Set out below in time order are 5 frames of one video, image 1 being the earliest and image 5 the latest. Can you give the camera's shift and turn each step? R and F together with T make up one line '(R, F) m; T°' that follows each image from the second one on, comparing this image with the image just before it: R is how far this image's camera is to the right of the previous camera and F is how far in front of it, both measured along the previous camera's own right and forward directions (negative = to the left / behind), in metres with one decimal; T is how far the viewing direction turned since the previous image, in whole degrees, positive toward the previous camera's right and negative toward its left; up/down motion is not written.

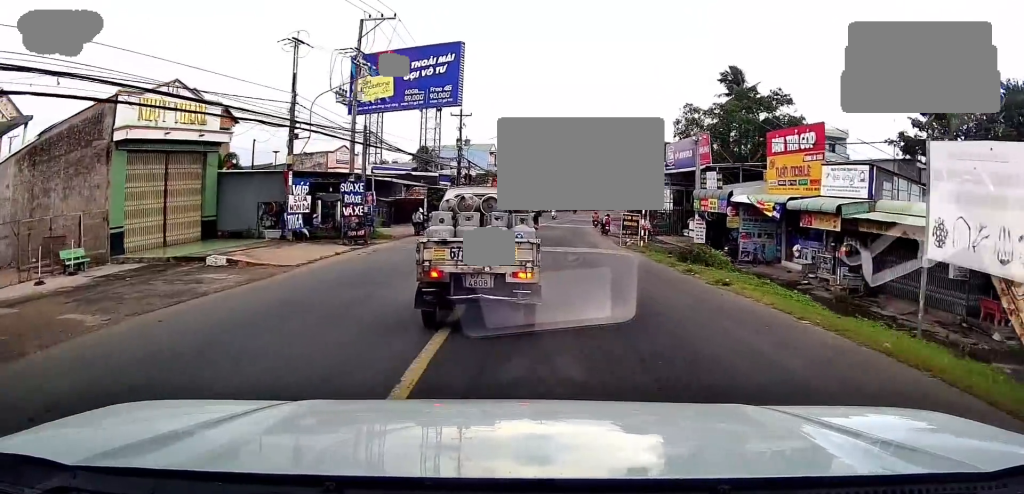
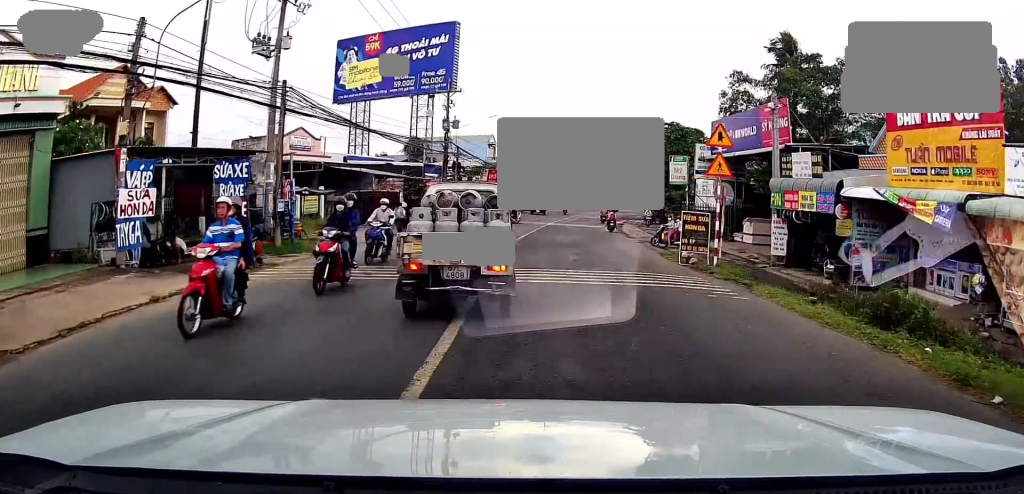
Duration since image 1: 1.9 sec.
(-0.1, +11.4) m; 0°
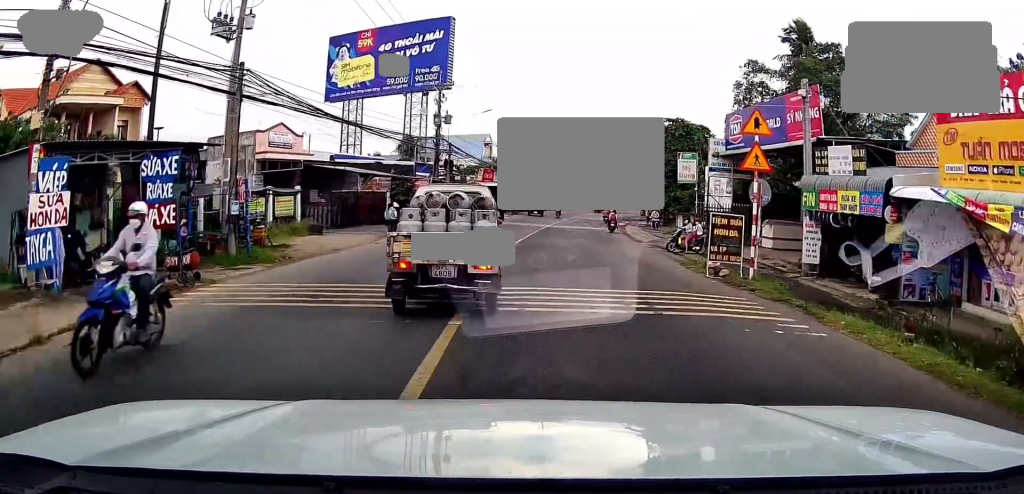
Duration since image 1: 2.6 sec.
(0.0, +3.2) m; 0°
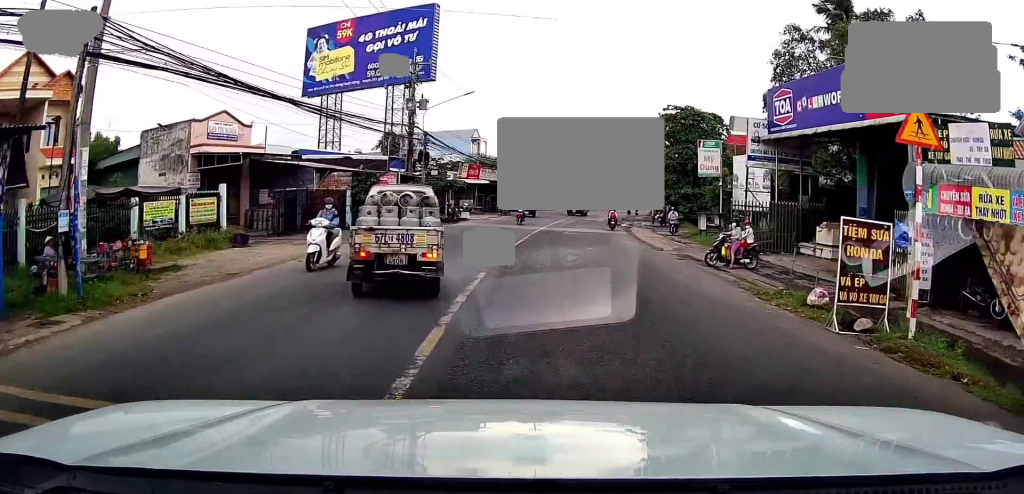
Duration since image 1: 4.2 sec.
(+0.1, +6.7) m; +2°
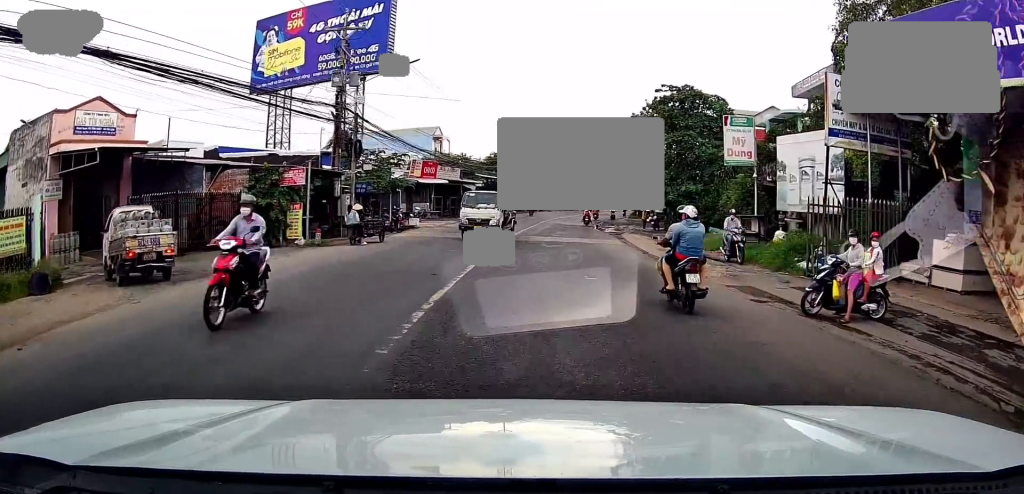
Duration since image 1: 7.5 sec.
(-0.1, +9.4) m; 0°
